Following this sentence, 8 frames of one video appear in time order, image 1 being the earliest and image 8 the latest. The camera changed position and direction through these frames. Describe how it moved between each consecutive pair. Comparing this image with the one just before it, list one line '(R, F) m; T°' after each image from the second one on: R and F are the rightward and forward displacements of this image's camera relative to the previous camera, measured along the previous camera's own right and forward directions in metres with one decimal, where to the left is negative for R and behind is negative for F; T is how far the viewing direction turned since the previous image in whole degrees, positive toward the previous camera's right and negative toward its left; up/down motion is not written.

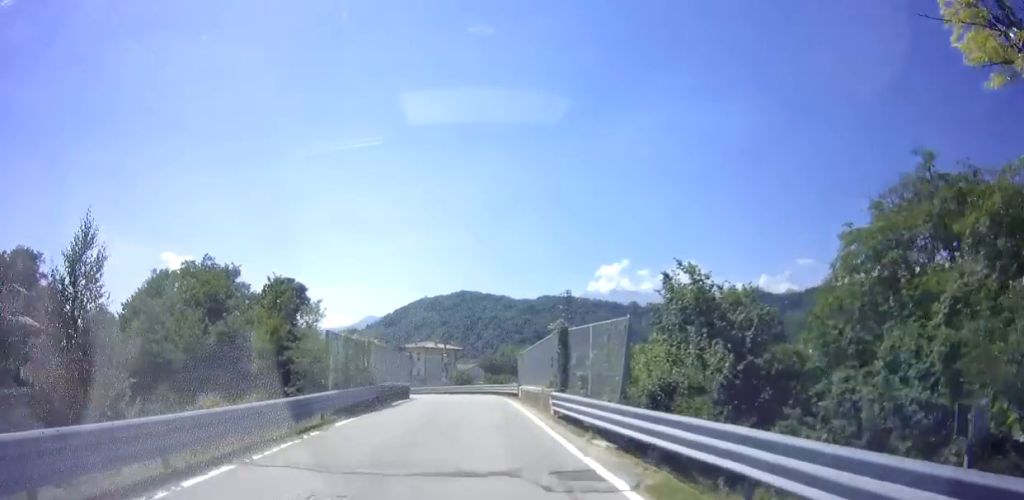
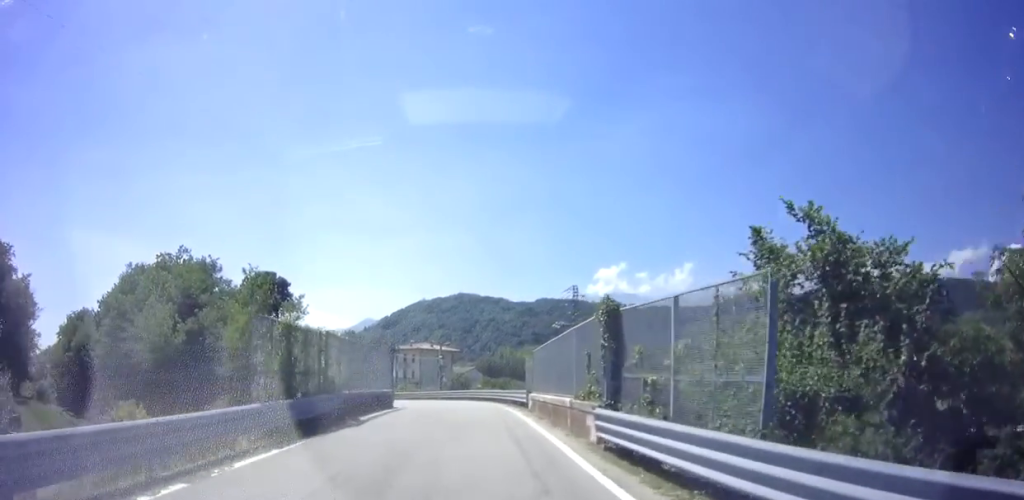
(0.0, +5.7) m; 0°
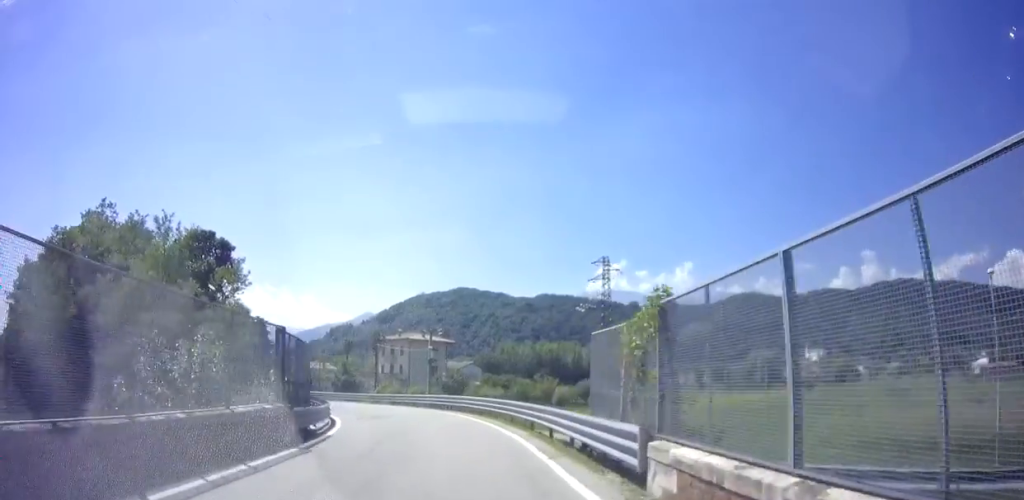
(0.0, +14.8) m; 0°
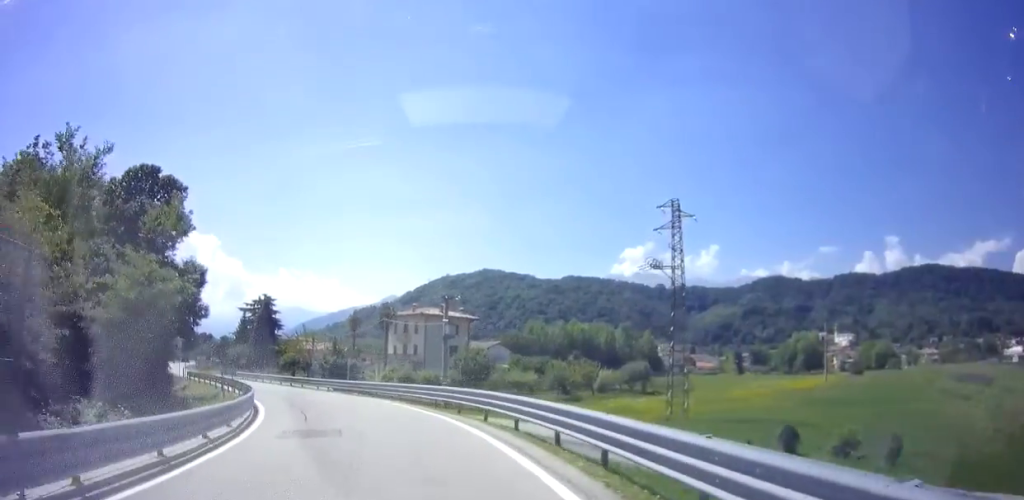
(0.0, +11.8) m; -2°
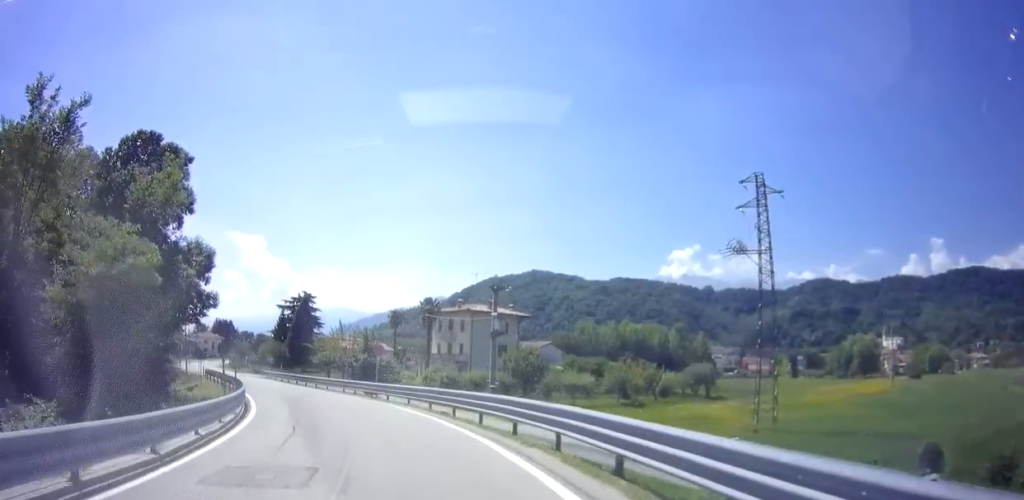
(-0.2, +5.8) m; -4°
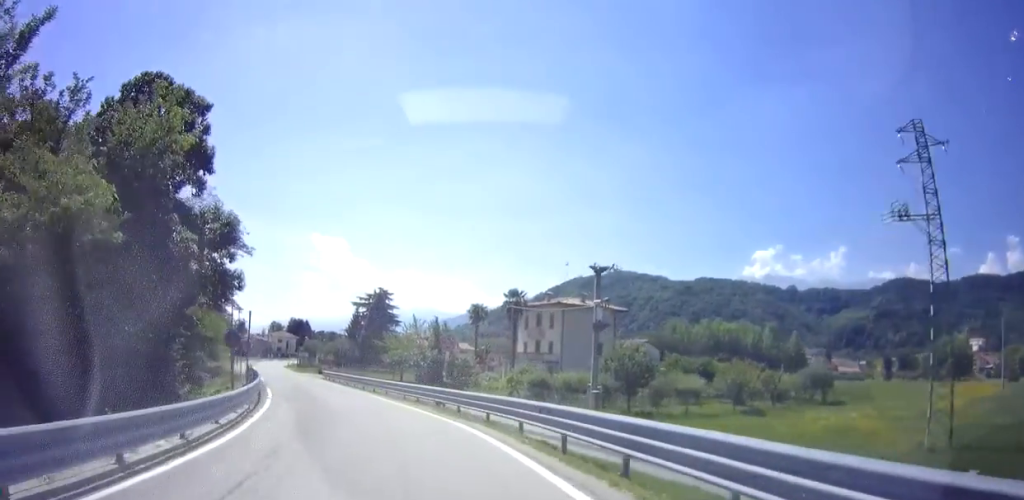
(-0.2, +7.2) m; -6°
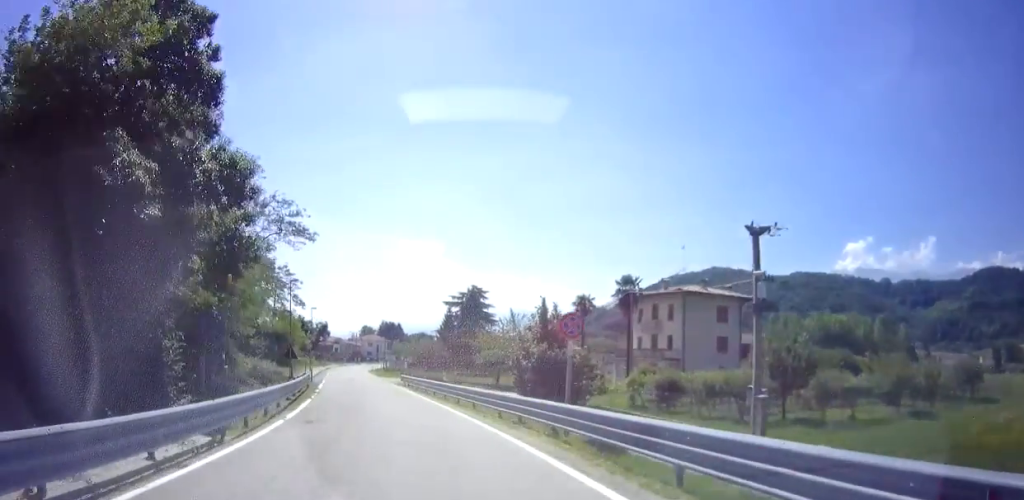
(-0.3, +8.1) m; -10°
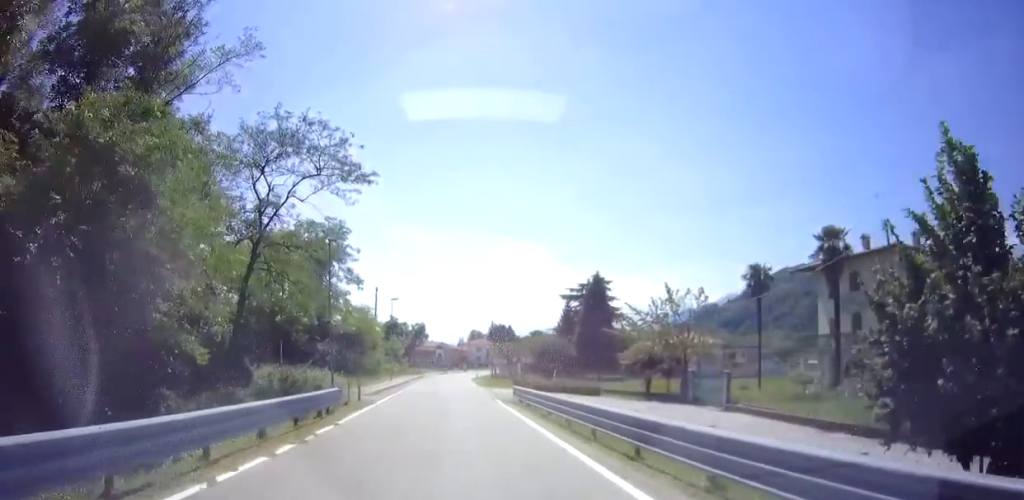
(-2.4, +15.3) m; -11°
